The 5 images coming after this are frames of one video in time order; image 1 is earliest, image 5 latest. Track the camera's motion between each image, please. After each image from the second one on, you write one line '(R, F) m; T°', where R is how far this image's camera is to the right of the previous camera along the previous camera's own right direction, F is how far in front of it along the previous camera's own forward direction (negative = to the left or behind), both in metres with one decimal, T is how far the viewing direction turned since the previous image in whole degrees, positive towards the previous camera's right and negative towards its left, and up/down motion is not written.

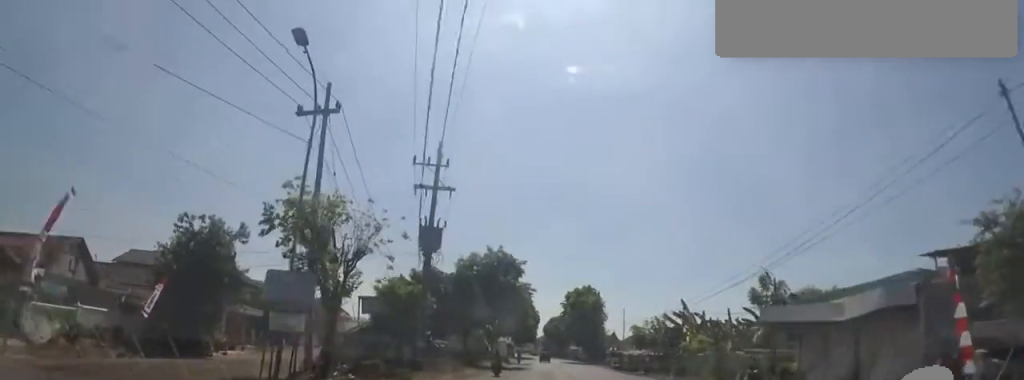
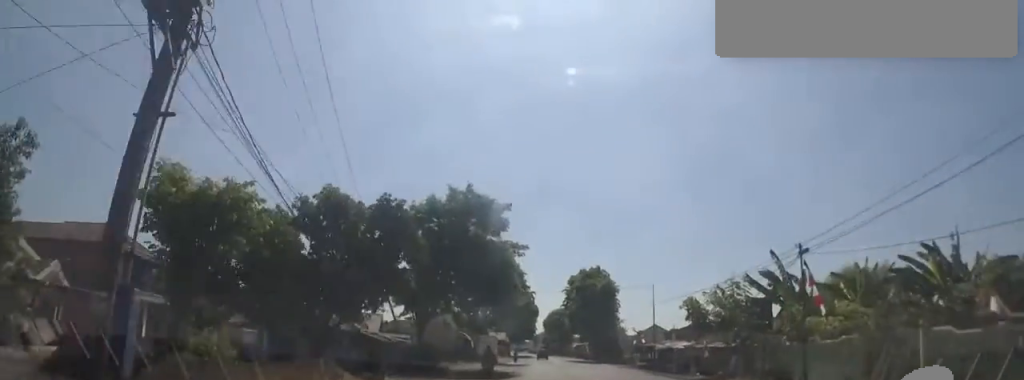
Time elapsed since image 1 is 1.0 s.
(-1.3, +15.6) m; 0°
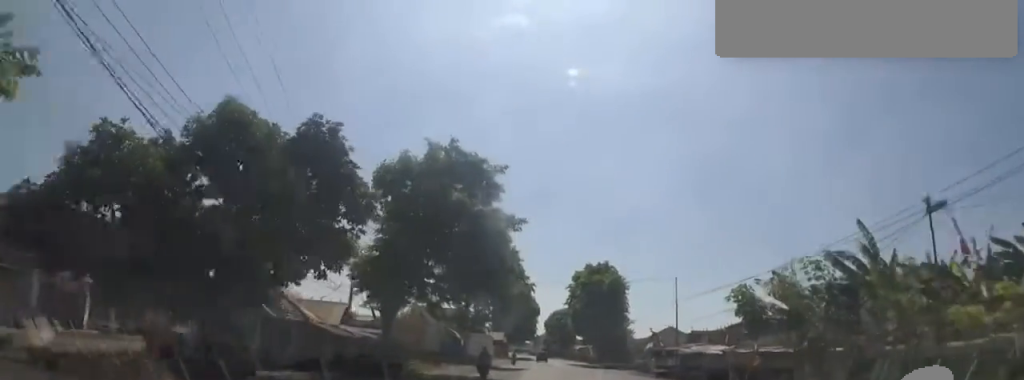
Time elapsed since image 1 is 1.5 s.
(+0.7, +6.5) m; +2°
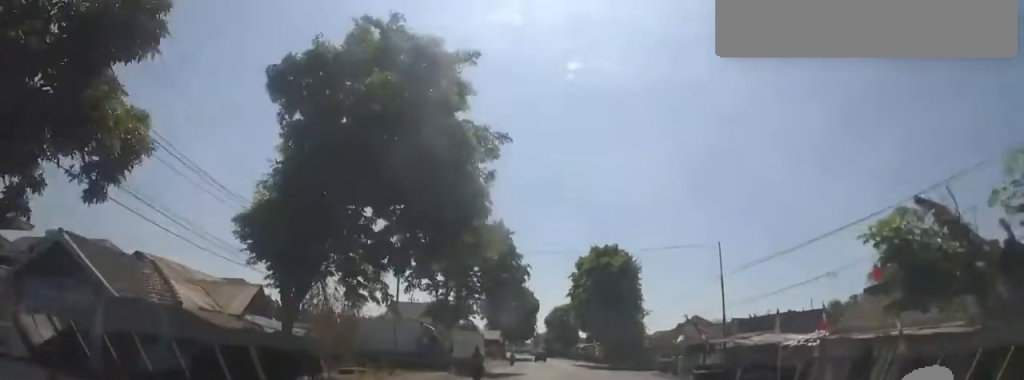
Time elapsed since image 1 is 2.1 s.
(+0.1, +9.0) m; 0°
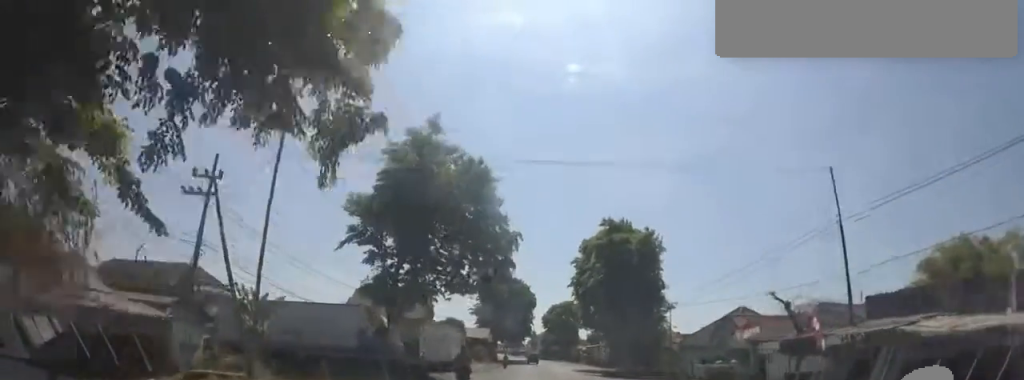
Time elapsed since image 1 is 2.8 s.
(-0.3, +10.9) m; -2°
